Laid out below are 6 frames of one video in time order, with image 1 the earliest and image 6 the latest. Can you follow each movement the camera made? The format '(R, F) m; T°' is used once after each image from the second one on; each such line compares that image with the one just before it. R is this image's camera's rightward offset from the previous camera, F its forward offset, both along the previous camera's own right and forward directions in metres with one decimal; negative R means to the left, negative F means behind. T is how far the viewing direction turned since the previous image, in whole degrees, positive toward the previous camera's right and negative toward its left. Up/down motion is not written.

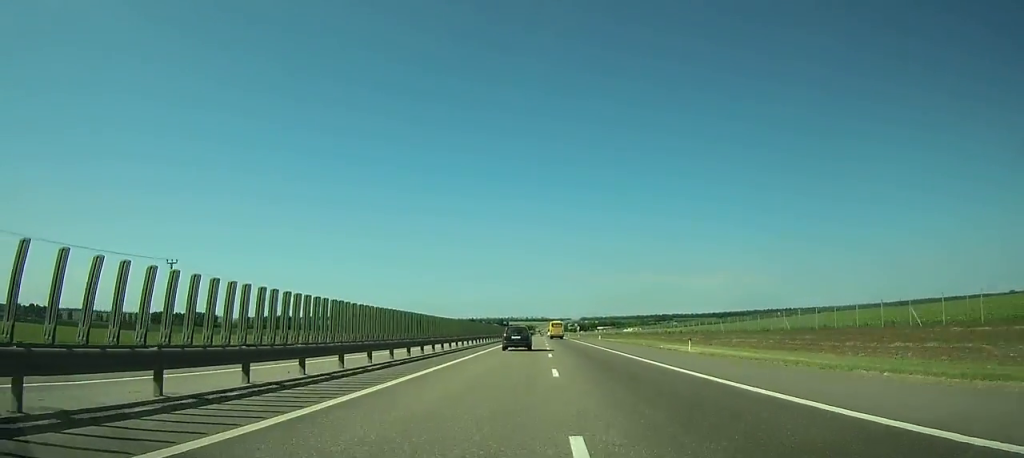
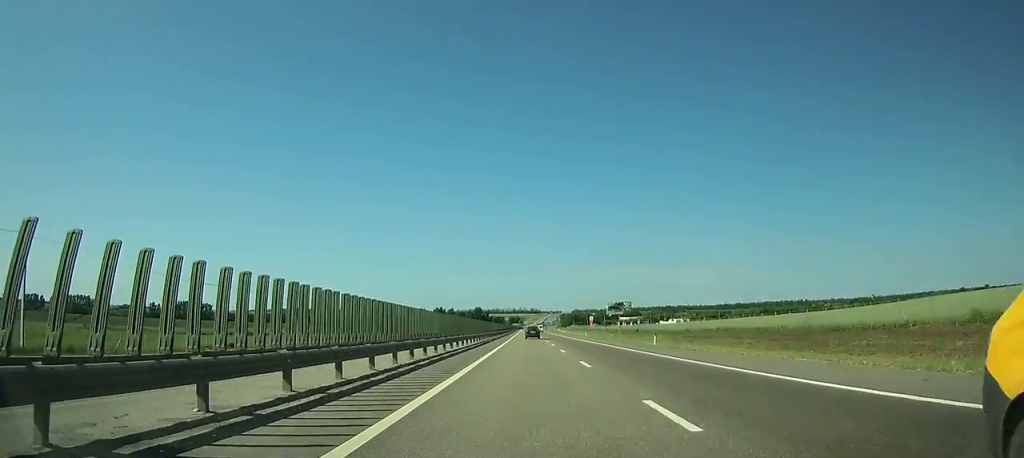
(+2.2, +233.6) m; +1°
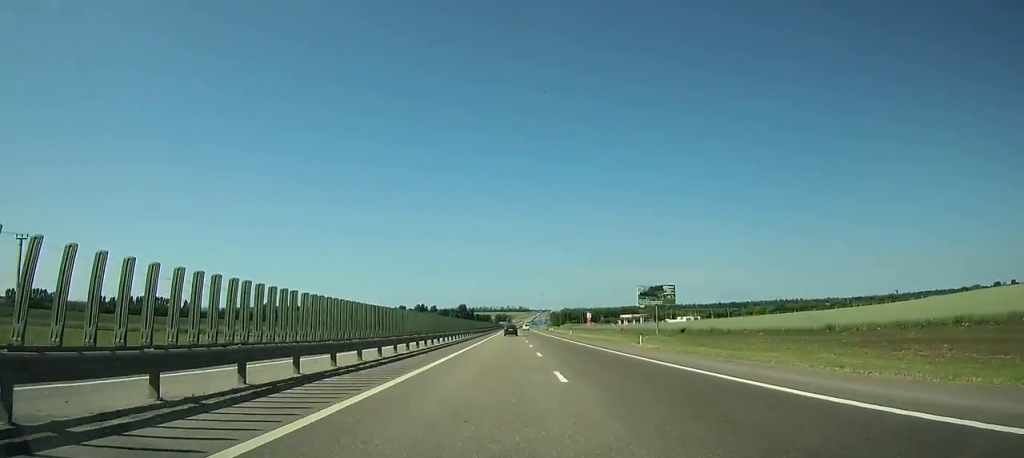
(0.0, +51.7) m; 0°
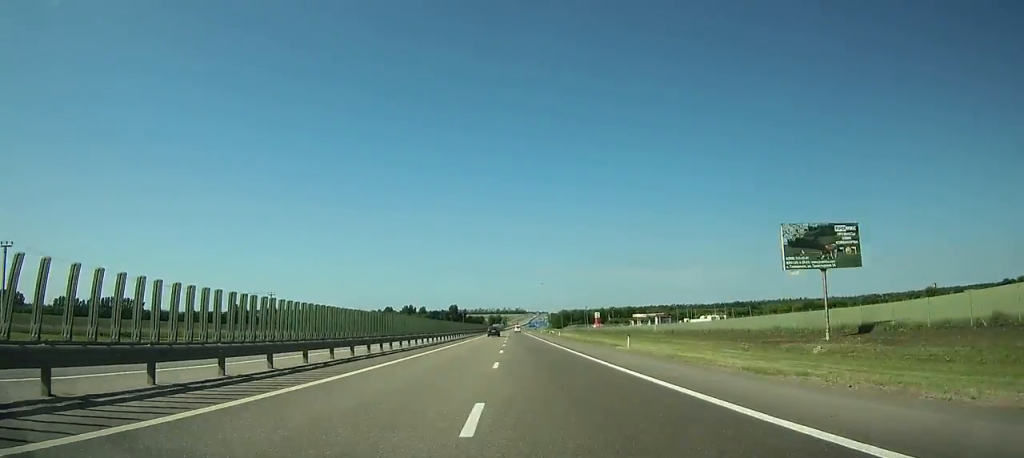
(+0.1, +54.5) m; 0°
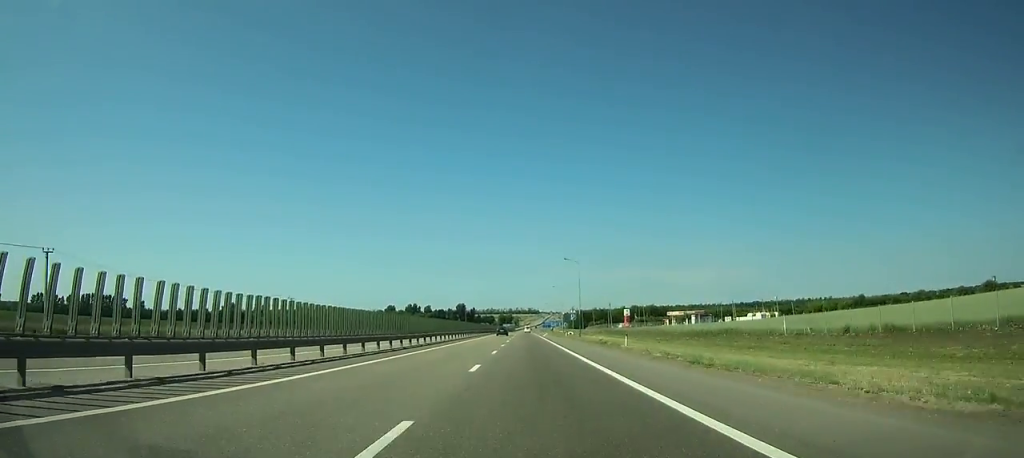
(0.0, +51.4) m; 0°
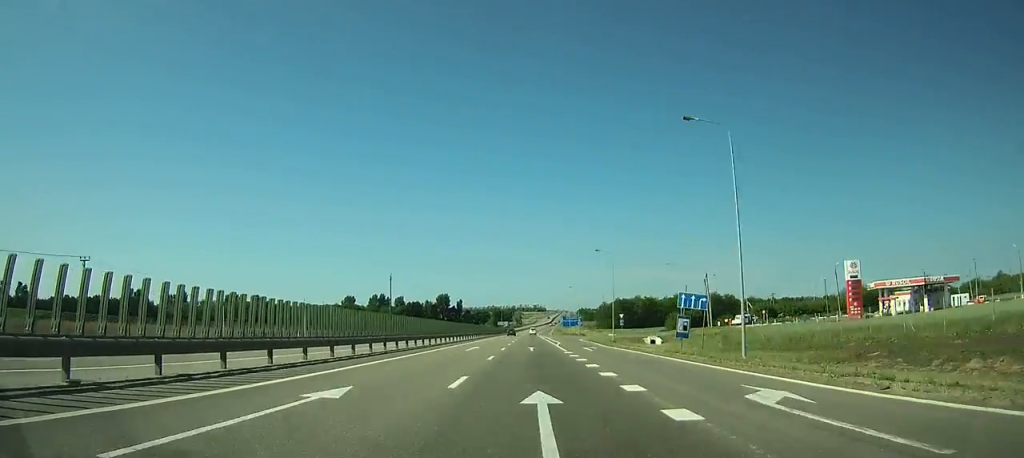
(-0.9, +164.5) m; 0°
